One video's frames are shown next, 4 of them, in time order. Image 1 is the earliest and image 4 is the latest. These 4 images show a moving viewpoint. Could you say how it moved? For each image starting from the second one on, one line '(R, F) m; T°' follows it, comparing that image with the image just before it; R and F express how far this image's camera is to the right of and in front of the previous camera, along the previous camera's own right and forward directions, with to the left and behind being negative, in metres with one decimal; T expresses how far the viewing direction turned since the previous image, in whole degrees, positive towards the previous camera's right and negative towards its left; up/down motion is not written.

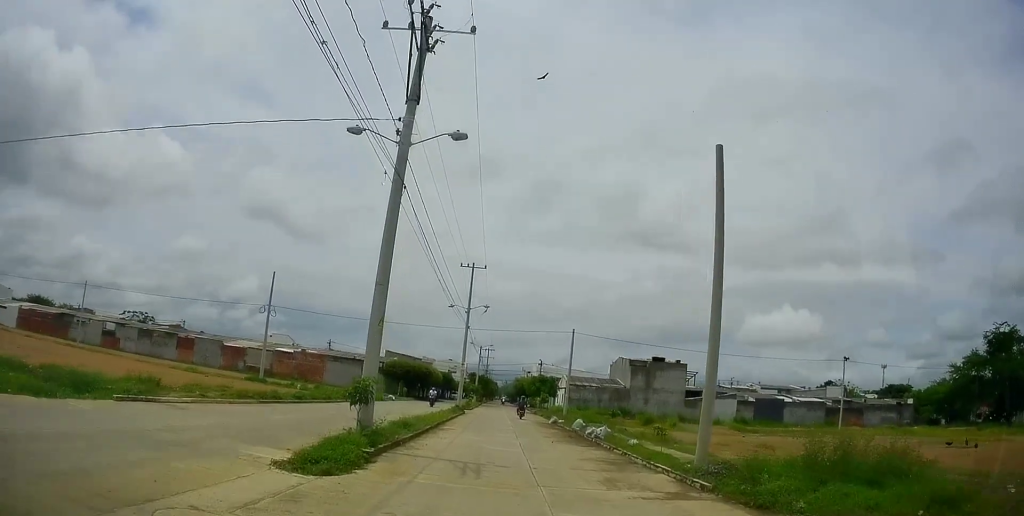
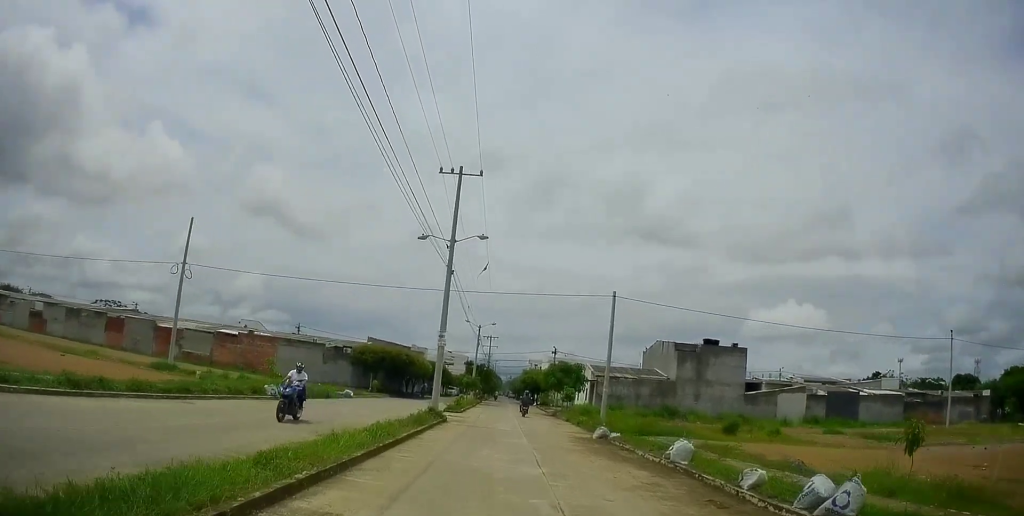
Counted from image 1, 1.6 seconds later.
(-0.3, +17.3) m; -1°
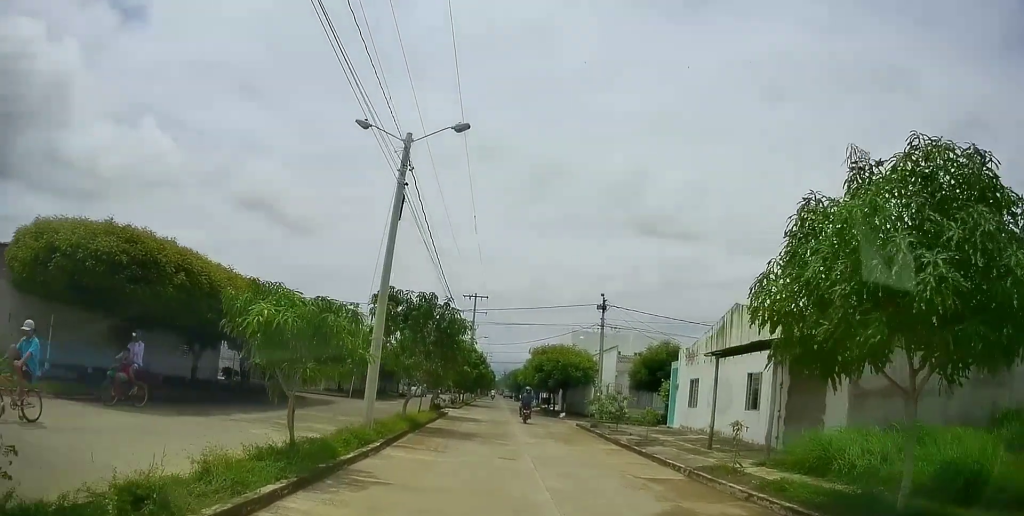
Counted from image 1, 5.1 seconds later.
(+0.1, +39.1) m; +2°
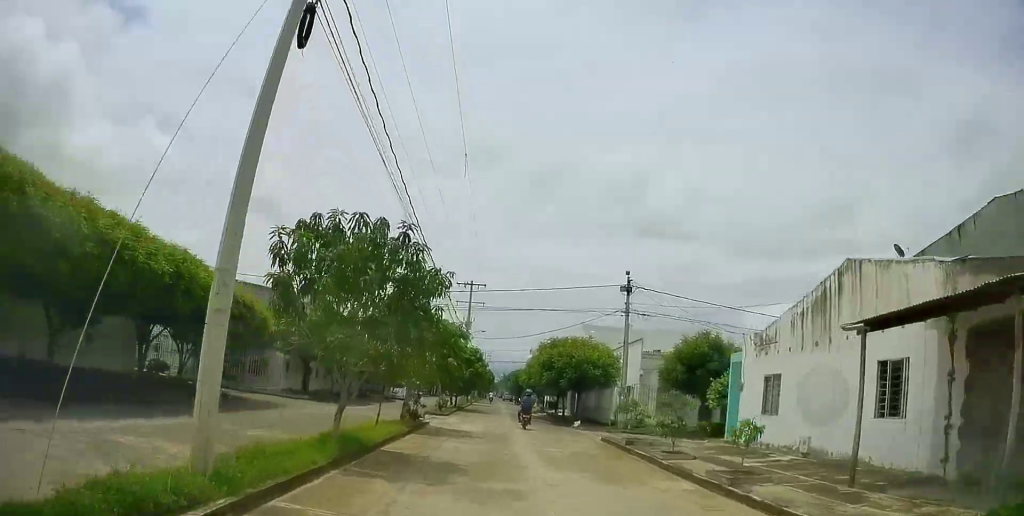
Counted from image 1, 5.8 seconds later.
(+0.2, +7.4) m; +1°
